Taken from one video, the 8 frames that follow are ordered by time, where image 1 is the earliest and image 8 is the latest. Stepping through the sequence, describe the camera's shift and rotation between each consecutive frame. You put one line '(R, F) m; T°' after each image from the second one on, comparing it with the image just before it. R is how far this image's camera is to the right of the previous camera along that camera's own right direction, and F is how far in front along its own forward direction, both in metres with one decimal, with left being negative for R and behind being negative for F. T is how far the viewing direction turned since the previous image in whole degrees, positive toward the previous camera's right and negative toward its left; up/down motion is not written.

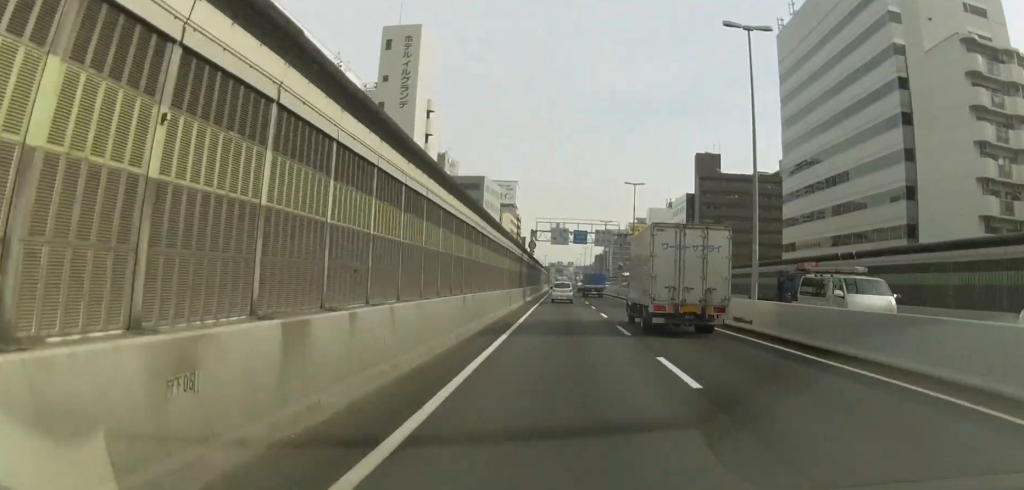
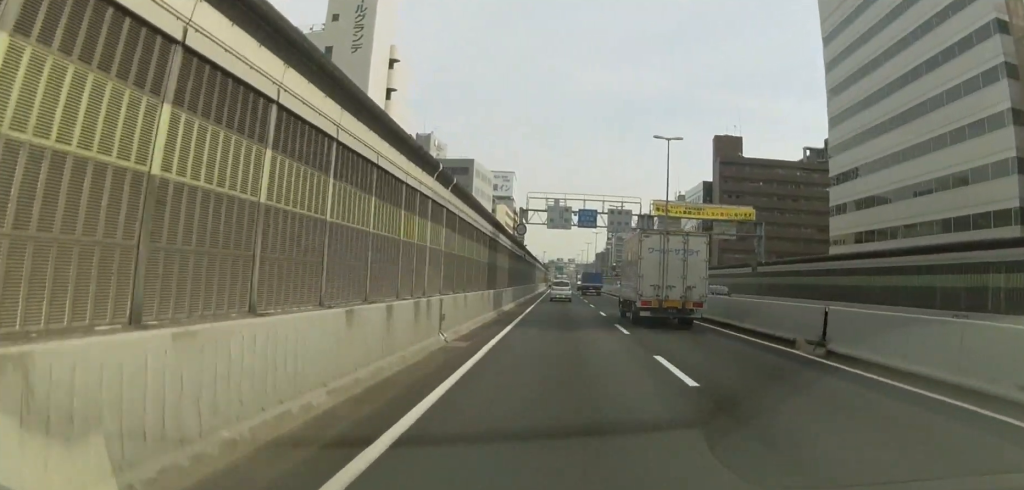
(0.0, +20.0) m; 0°
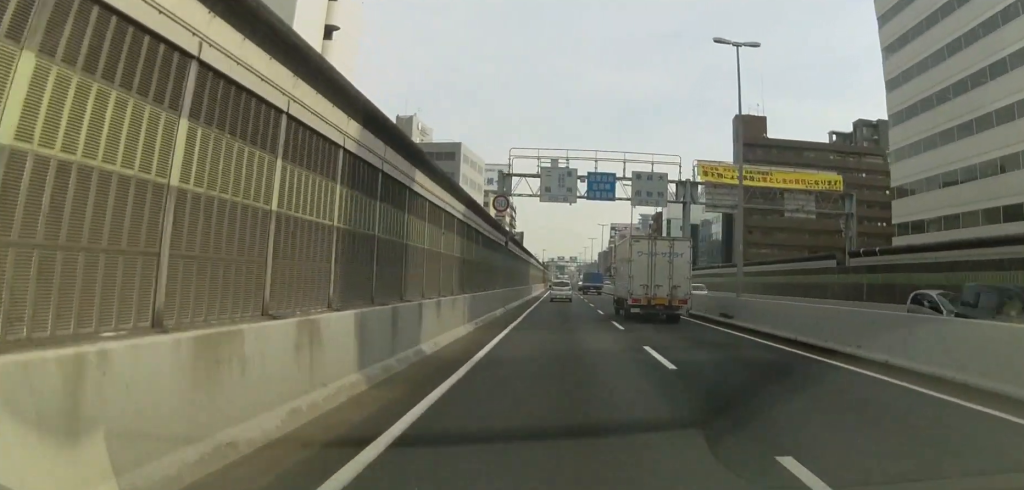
(0.0, +18.0) m; -1°
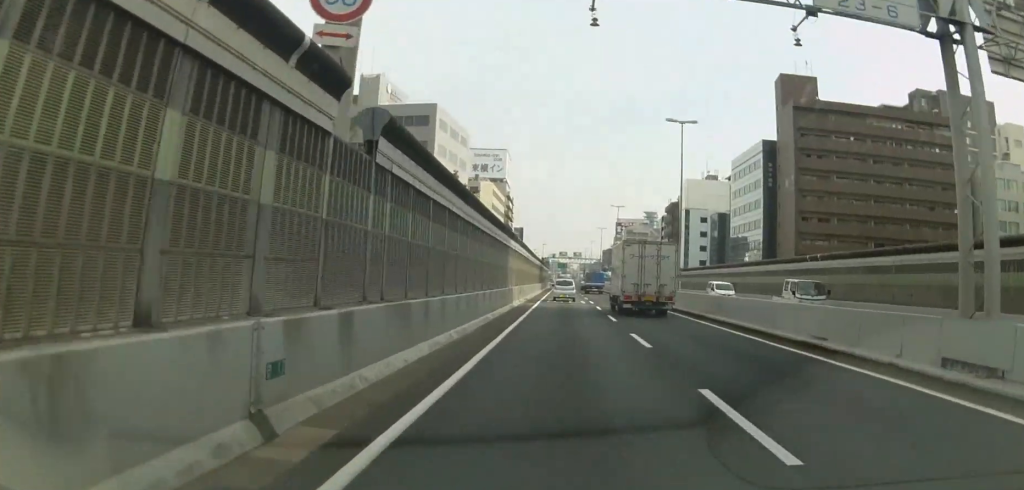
(-0.5, +26.1) m; -1°
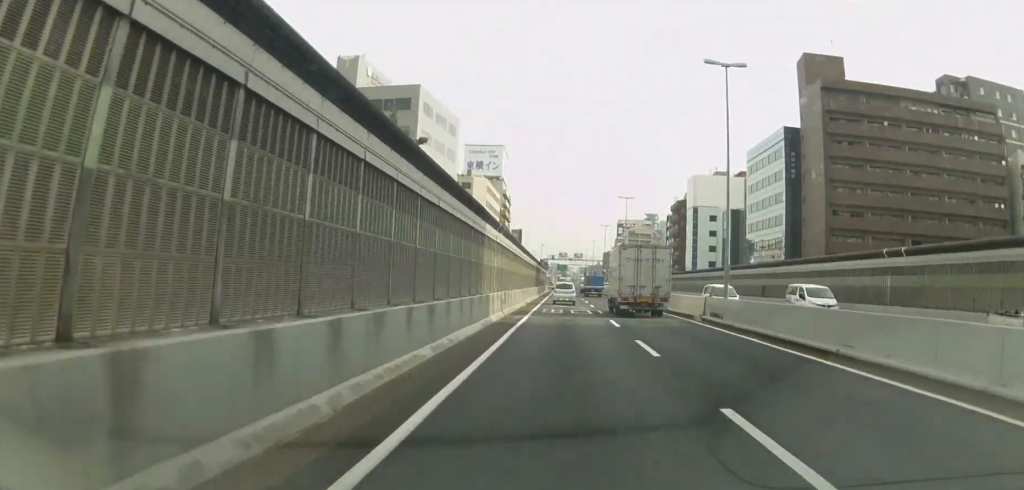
(+0.1, +11.2) m; +1°
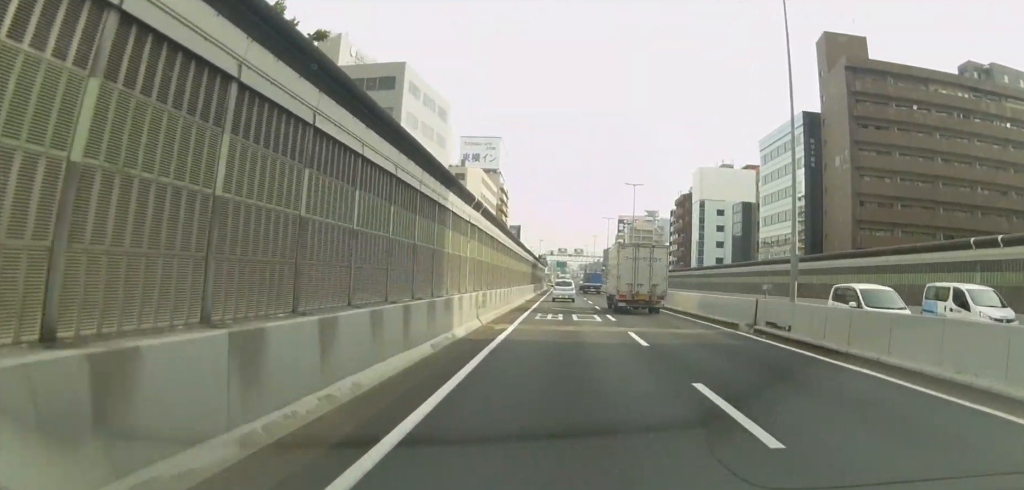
(+0.1, +8.2) m; +1°
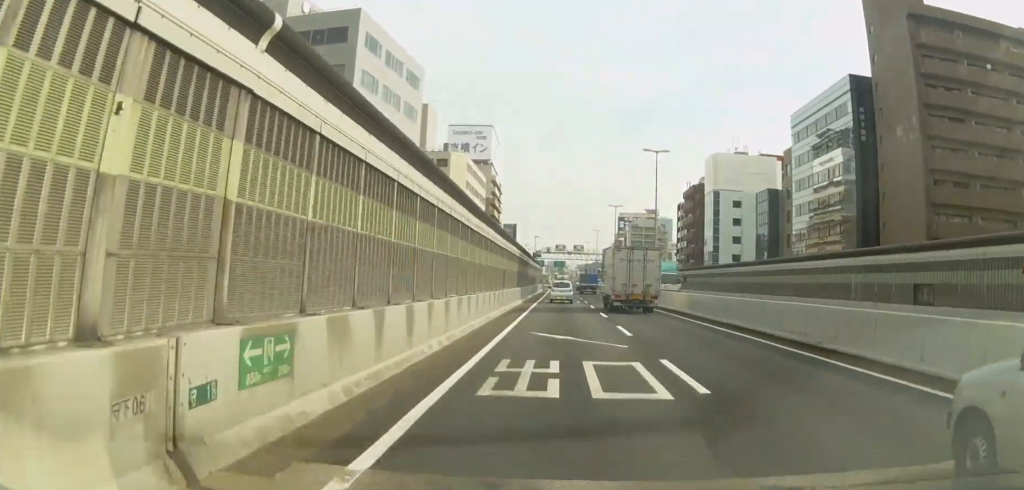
(+0.1, +17.0) m; 0°
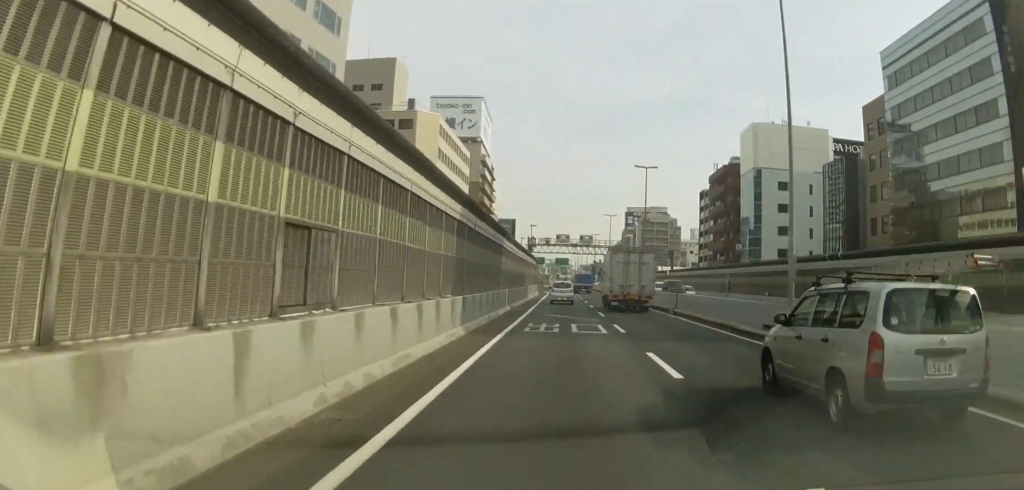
(-0.2, +28.4) m; -1°
